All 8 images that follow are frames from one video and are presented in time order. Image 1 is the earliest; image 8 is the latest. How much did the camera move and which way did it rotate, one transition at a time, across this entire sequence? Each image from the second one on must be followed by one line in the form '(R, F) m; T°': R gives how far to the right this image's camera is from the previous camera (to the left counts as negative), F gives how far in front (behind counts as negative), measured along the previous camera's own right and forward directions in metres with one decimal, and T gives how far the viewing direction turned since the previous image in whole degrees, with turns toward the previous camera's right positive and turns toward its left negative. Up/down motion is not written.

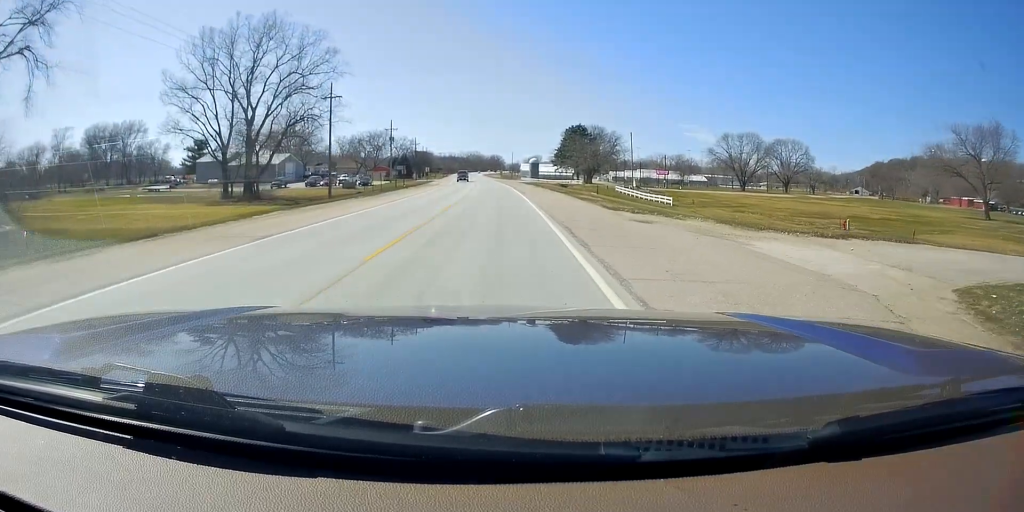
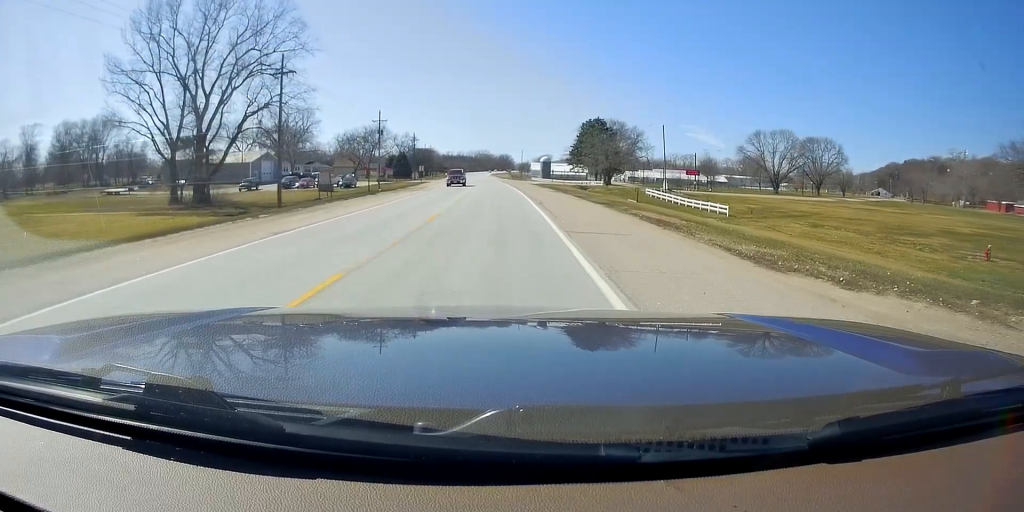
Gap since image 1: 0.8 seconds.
(-0.1, +16.6) m; 0°
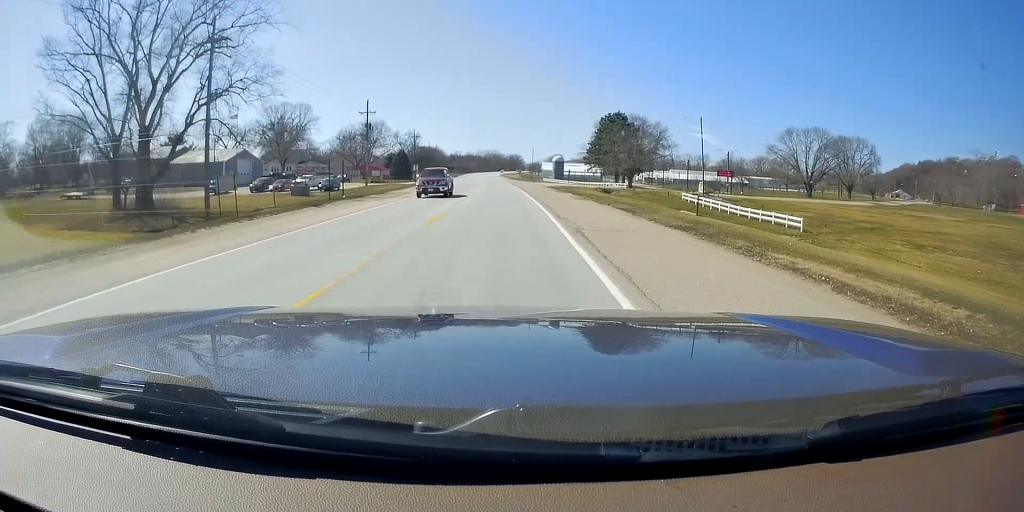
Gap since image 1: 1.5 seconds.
(+0.2, +13.6) m; +1°
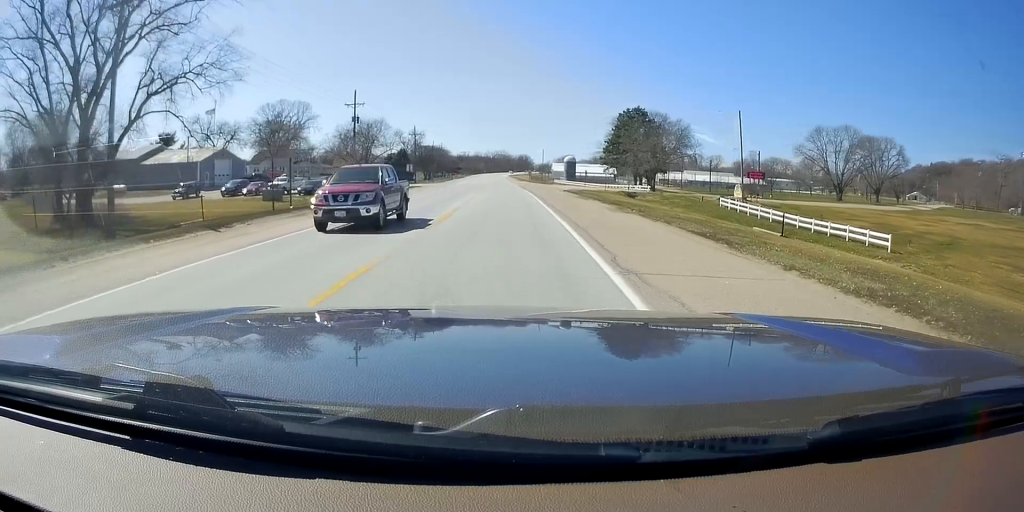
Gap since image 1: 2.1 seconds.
(0.0, +10.4) m; -1°
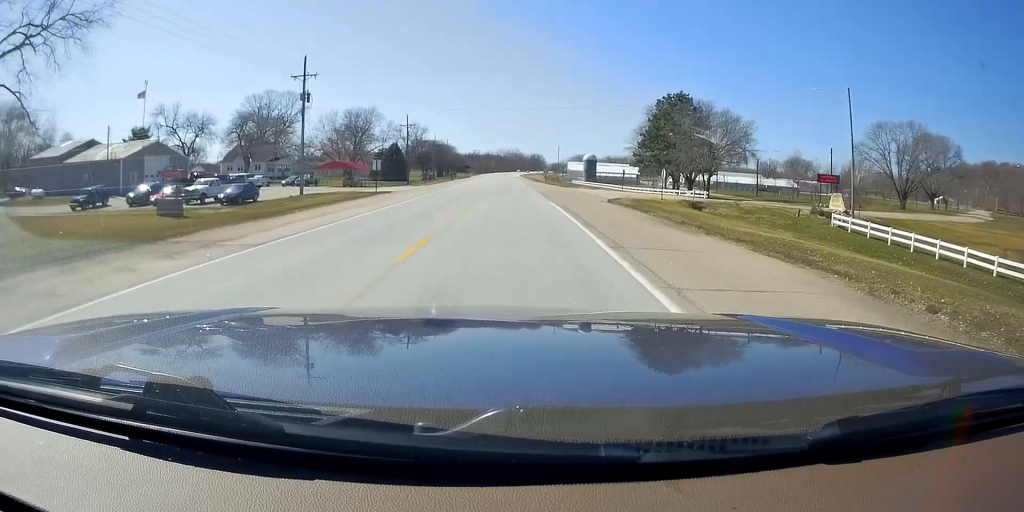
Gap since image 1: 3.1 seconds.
(-0.3, +20.5) m; -1°
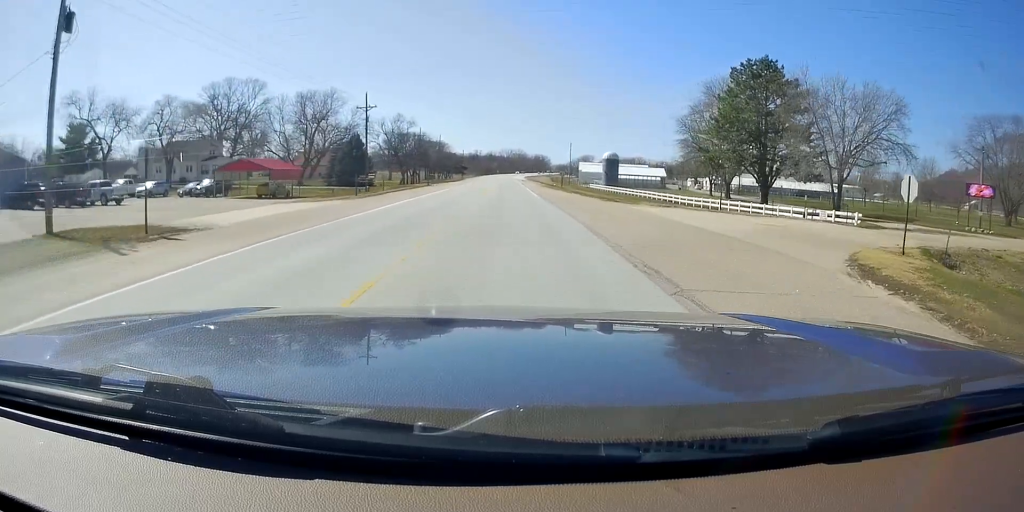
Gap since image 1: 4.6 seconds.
(-0.3, +29.7) m; -1°
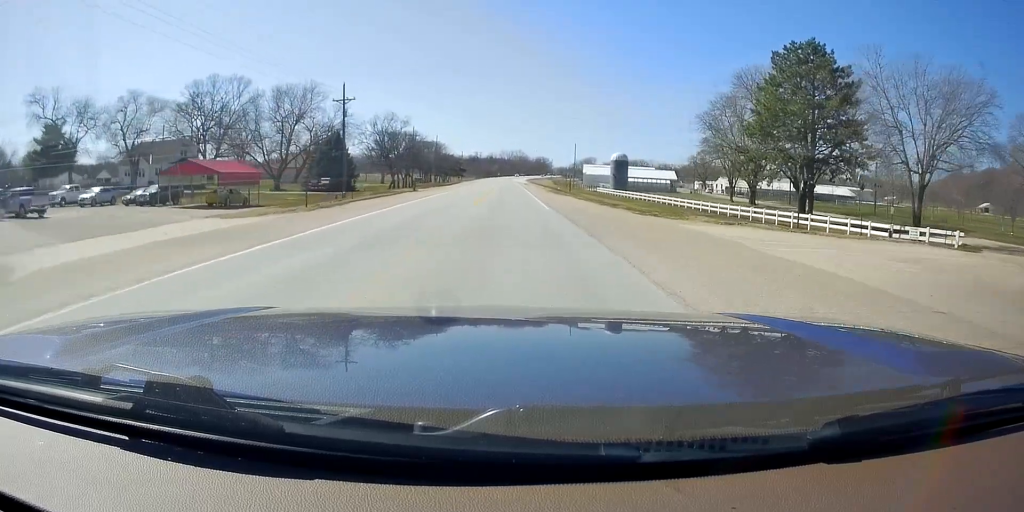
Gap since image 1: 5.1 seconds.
(0.0, +10.0) m; 0°
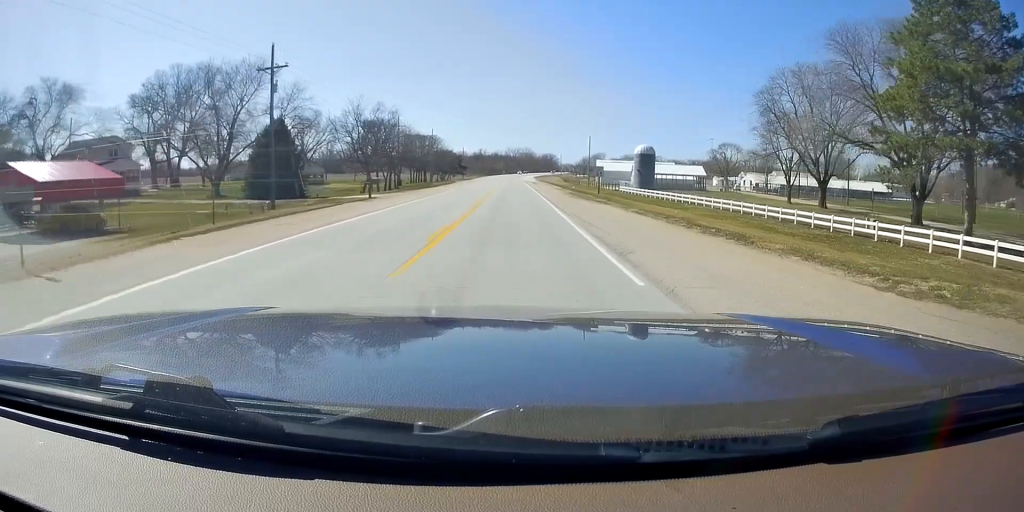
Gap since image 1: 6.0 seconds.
(+0.1, +19.9) m; +1°
